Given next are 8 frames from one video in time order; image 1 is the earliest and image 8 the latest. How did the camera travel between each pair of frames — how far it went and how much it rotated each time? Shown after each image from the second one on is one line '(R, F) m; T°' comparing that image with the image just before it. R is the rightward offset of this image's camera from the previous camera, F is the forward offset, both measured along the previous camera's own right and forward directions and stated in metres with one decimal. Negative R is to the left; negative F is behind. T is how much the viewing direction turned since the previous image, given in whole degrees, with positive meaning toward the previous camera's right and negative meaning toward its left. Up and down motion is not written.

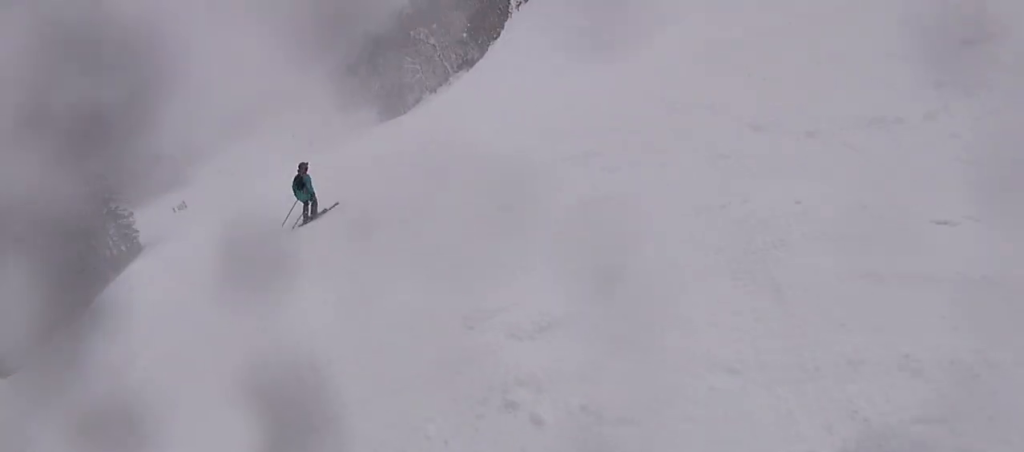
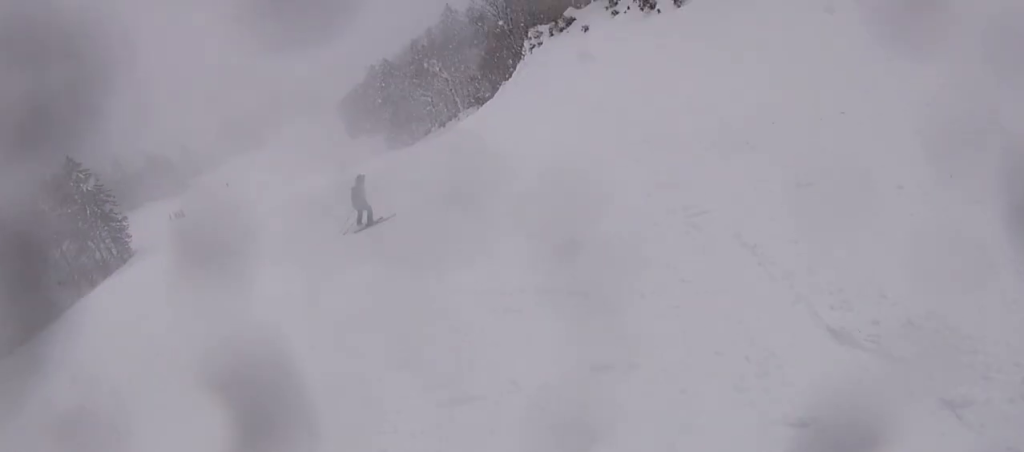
(-0.4, +2.7) m; -1°
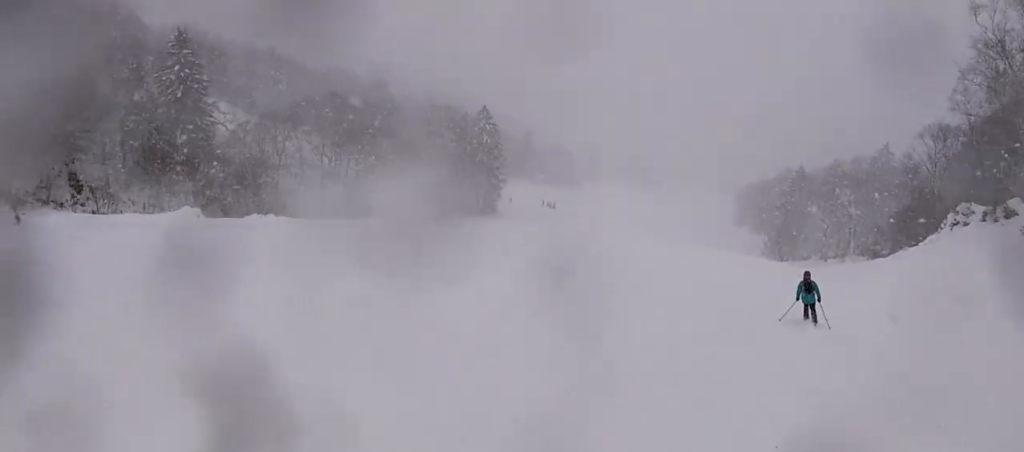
(+0.2, +4.4) m; -31°
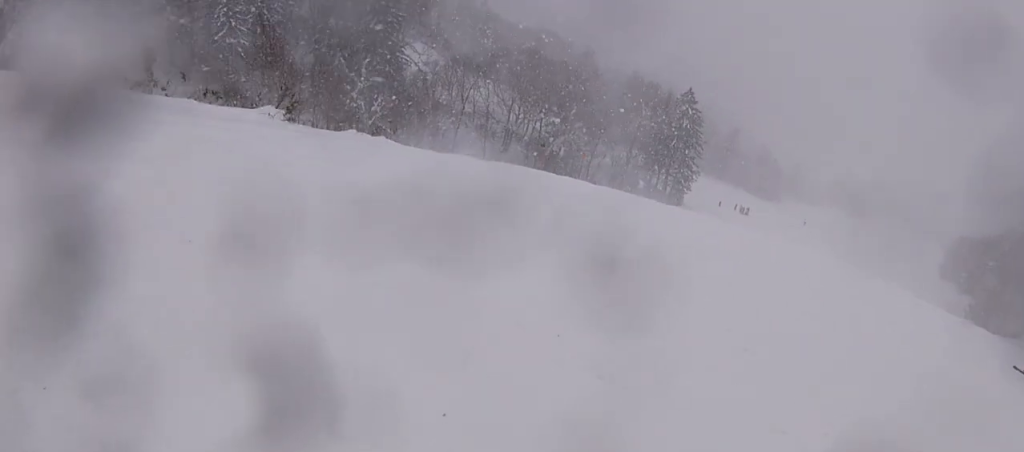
(-2.7, +3.8) m; -27°
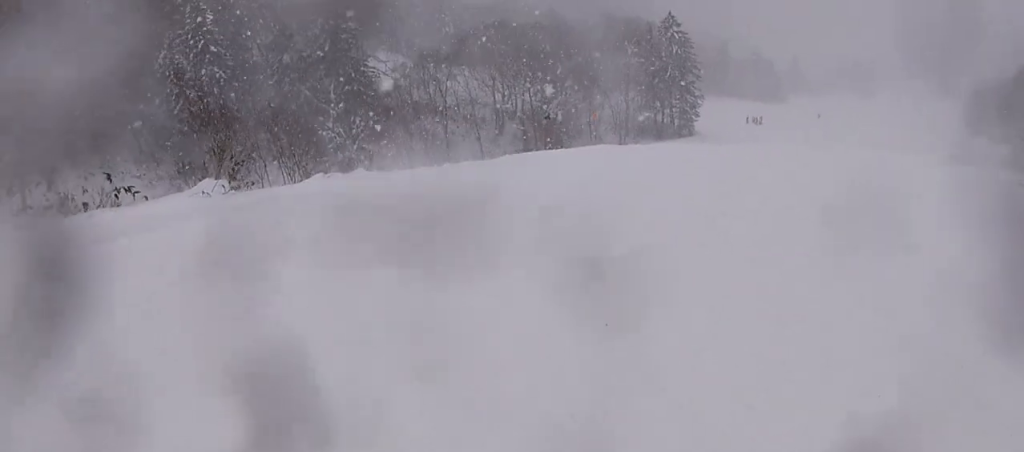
(+1.0, +4.4) m; +15°
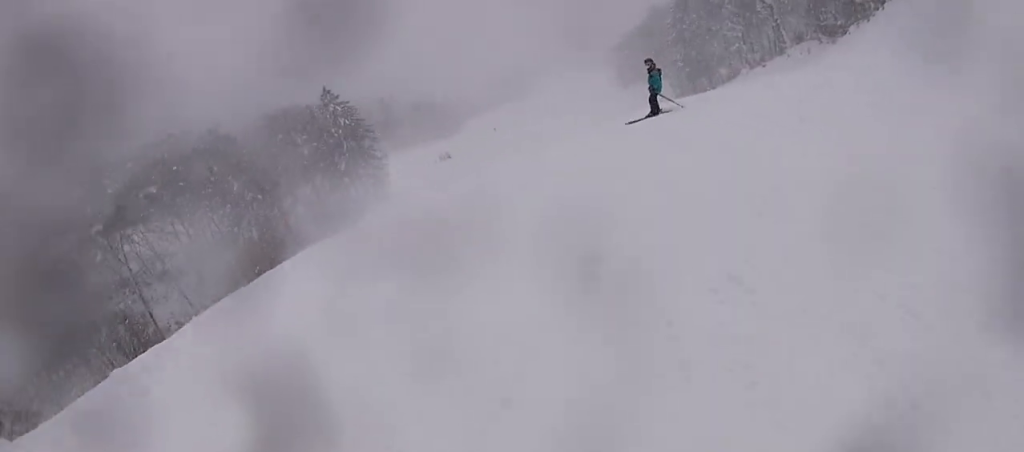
(+0.3, +5.0) m; +27°
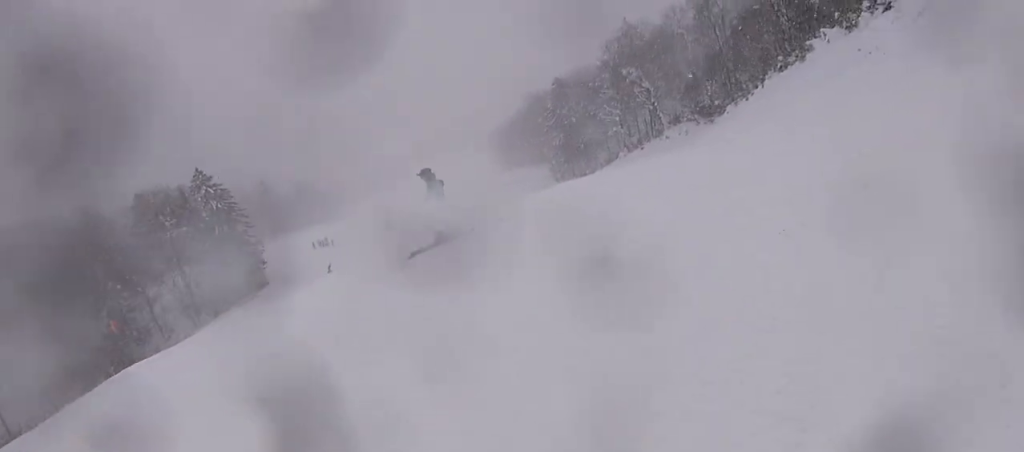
(+1.2, +2.7) m; +12°
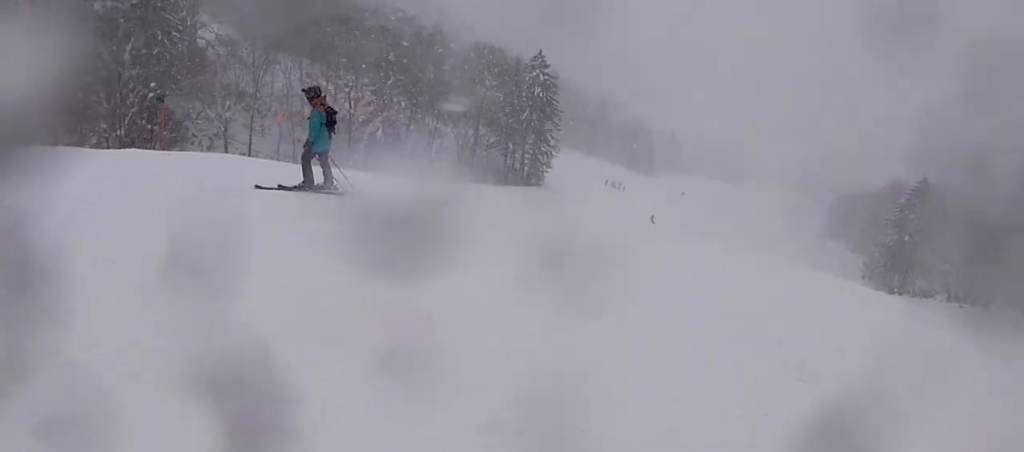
(+0.2, +5.4) m; -18°
